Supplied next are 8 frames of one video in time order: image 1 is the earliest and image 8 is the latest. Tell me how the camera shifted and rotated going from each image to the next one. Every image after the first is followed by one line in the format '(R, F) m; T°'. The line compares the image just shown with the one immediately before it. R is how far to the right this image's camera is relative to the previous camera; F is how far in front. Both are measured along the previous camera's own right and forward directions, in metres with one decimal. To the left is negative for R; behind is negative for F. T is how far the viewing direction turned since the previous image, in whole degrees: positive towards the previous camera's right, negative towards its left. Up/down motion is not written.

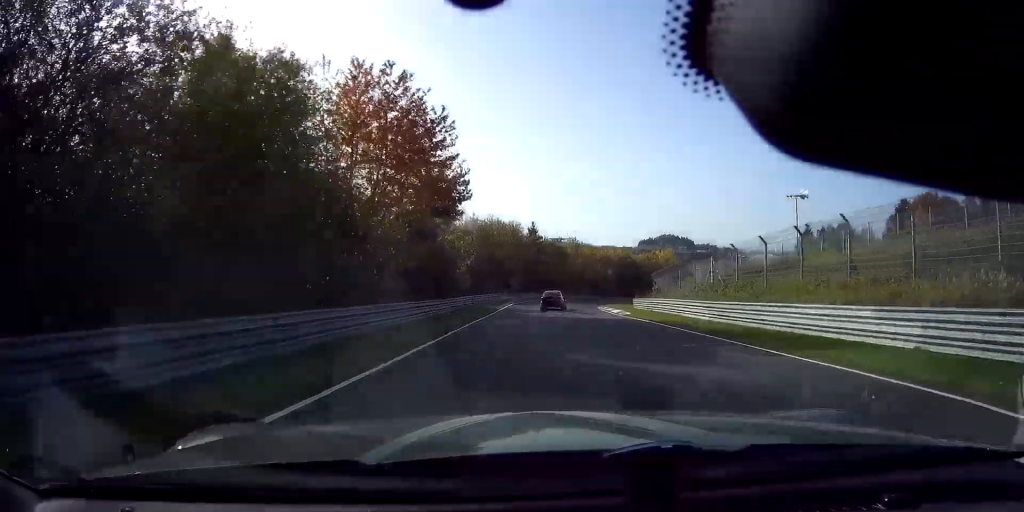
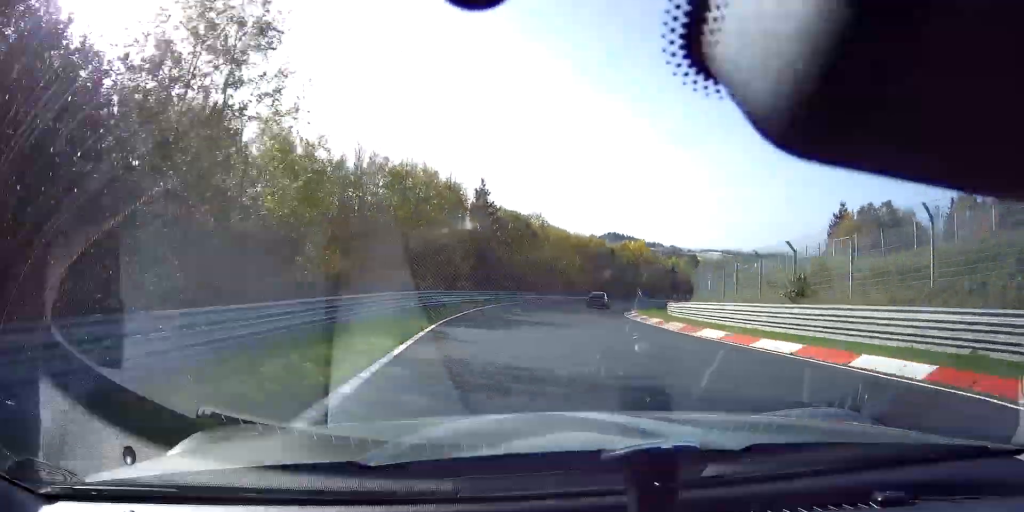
(+1.0, +30.9) m; +7°
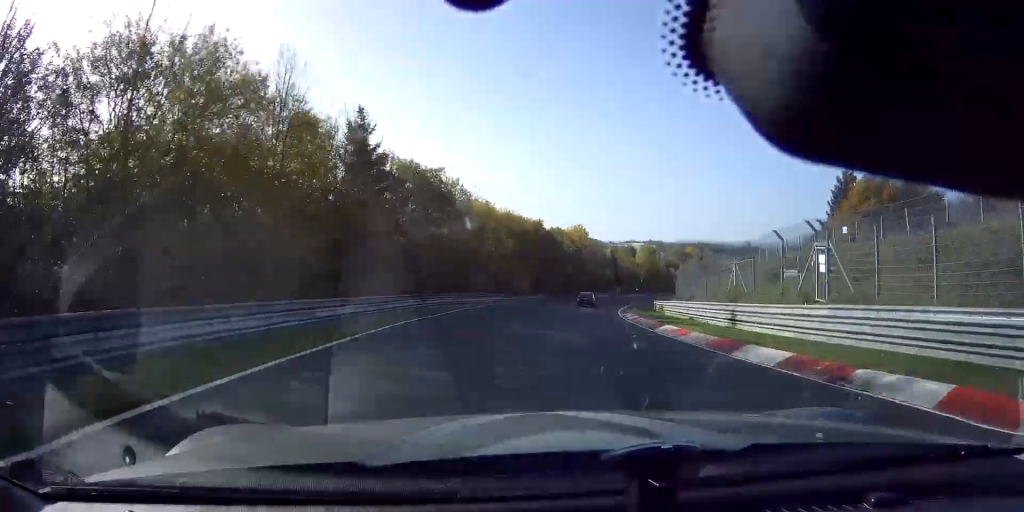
(+1.4, +22.6) m; +7°
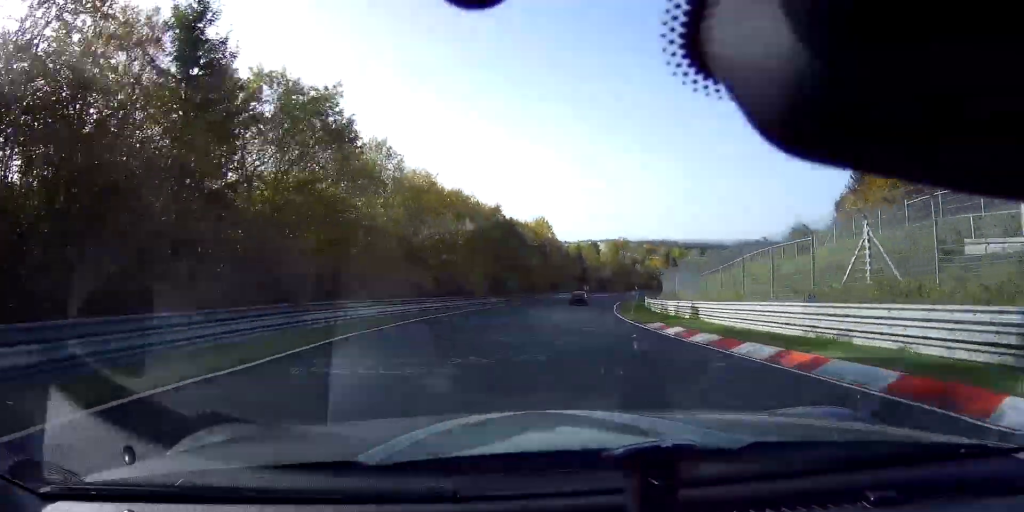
(+0.1, +15.1) m; +5°
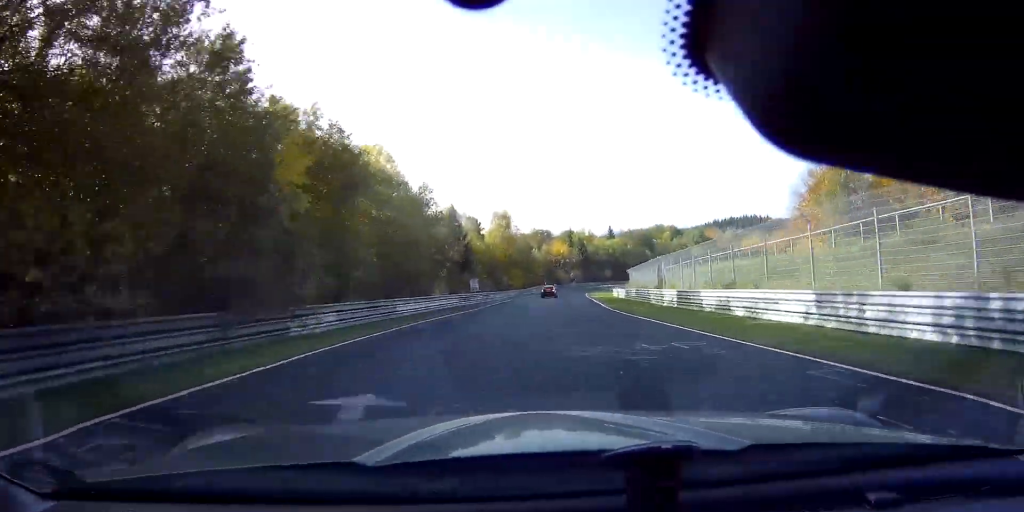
(+7.5, +56.1) m; +13°
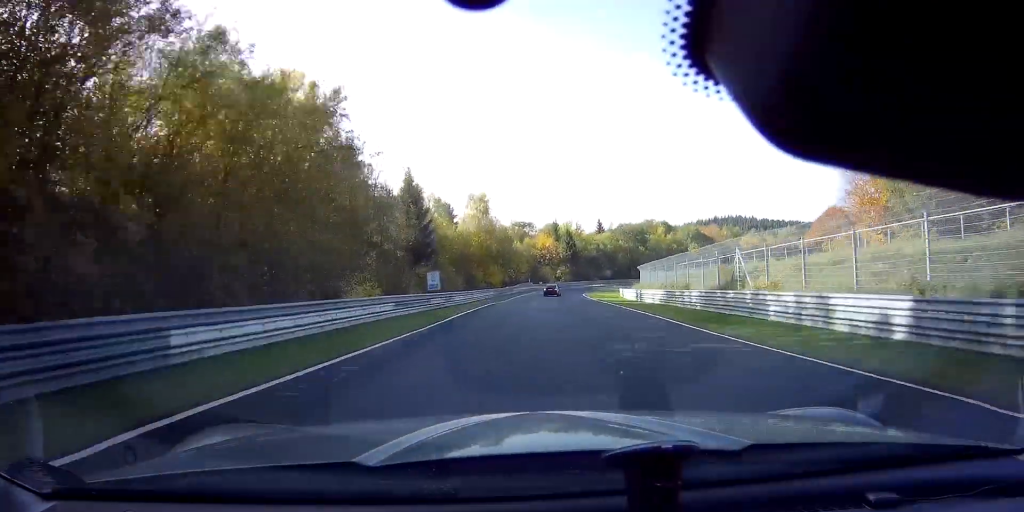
(+0.7, +18.2) m; +4°
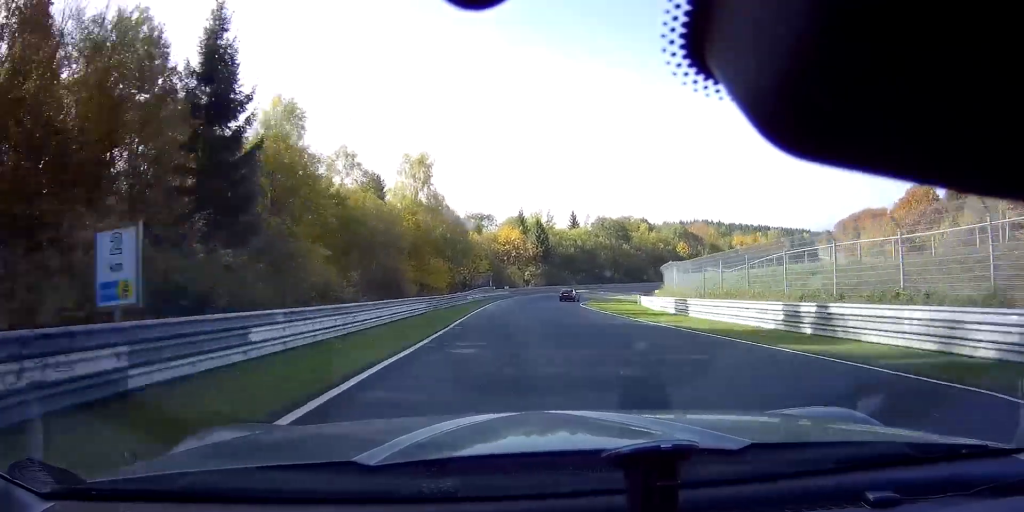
(+1.2, +28.9) m; +6°
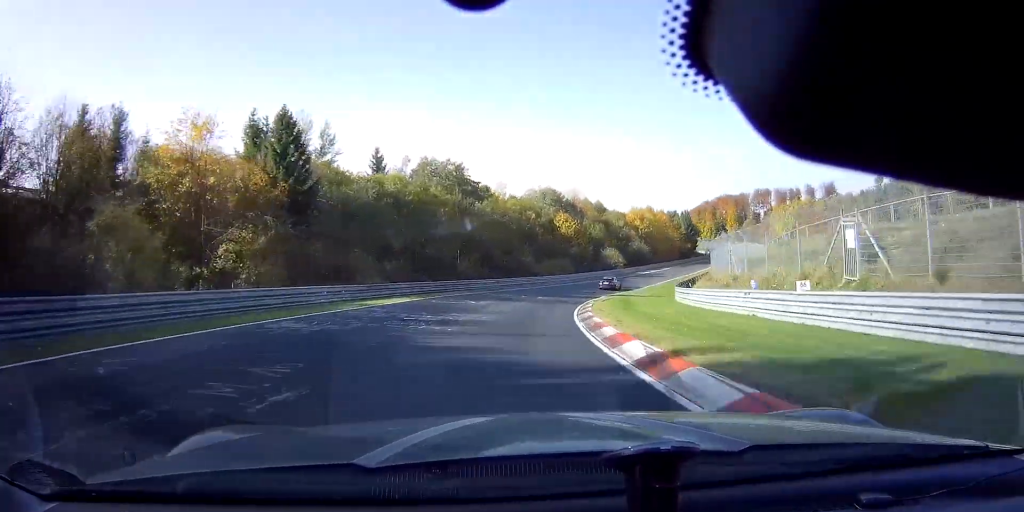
(+8.7, +64.4) m; +19°
